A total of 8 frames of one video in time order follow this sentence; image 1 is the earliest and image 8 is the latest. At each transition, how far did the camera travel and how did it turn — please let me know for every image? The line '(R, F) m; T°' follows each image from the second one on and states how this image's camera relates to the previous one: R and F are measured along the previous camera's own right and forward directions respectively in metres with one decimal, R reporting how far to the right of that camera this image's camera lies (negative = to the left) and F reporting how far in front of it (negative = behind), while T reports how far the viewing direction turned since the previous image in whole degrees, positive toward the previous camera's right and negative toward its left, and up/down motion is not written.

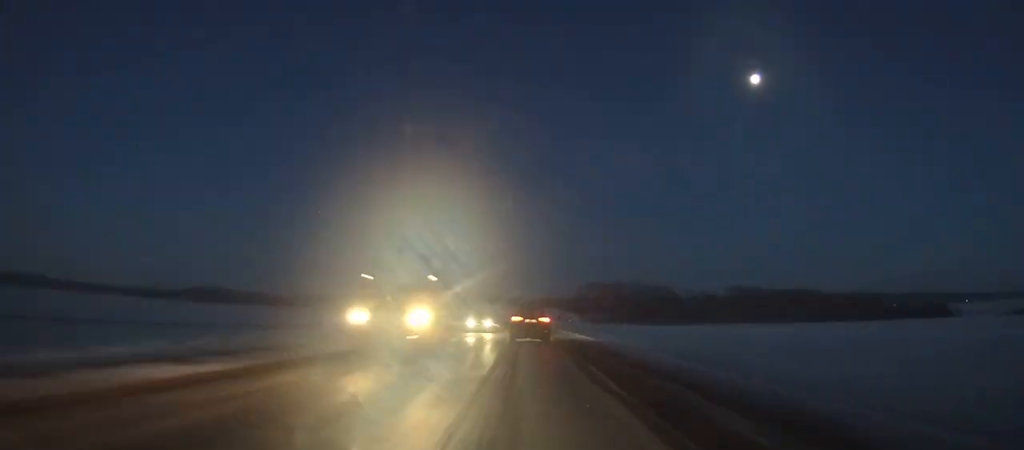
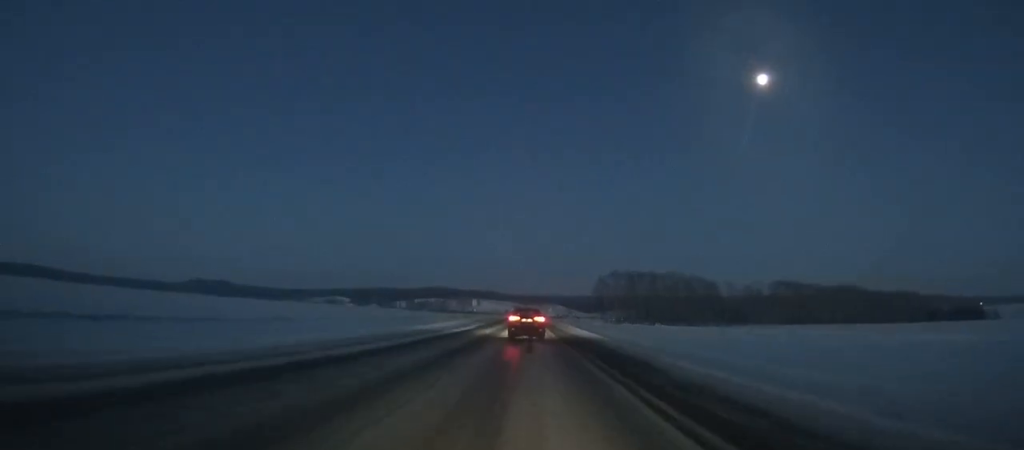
(-0.4, +62.4) m; 0°
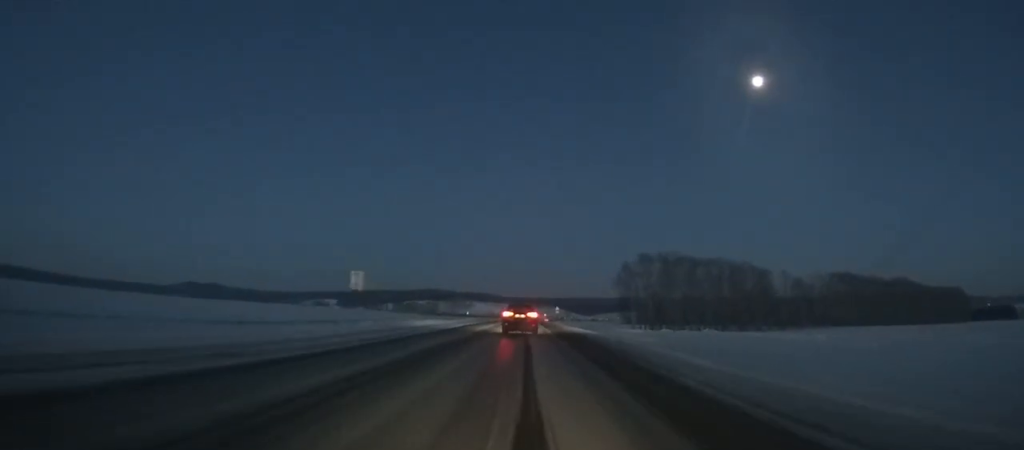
(+0.3, +66.9) m; 0°
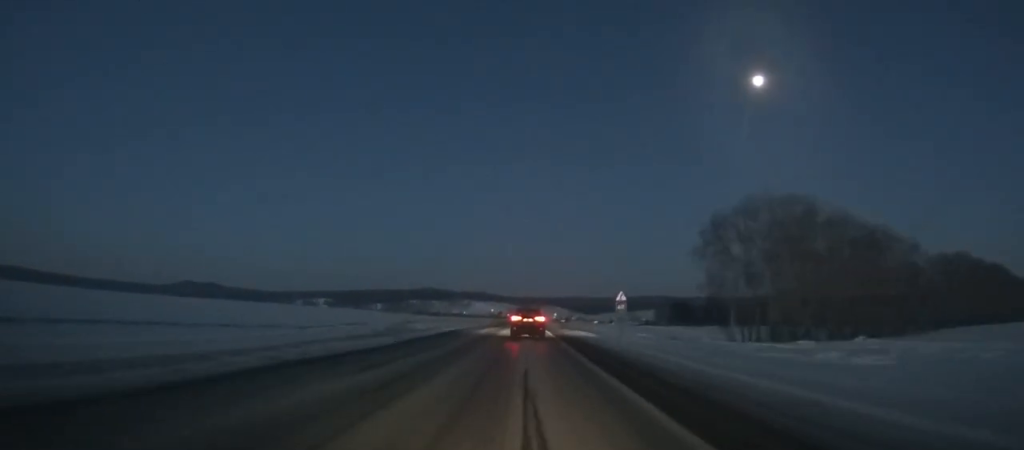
(+0.2, +74.1) m; 0°
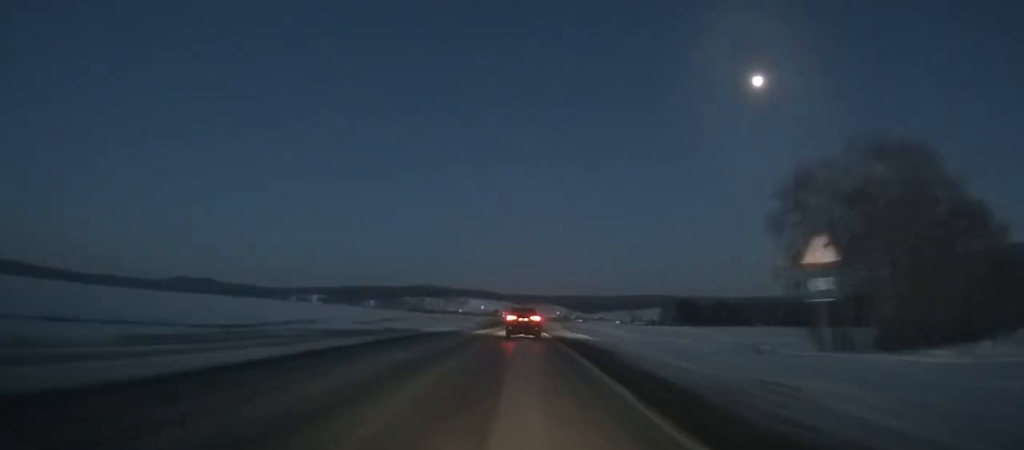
(0.0, +27.6) m; 0°
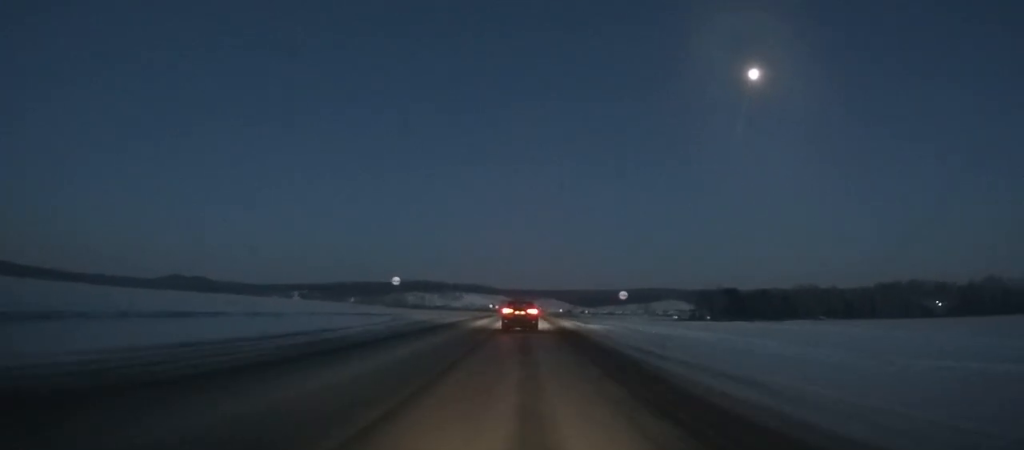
(-0.2, +86.6) m; 0°
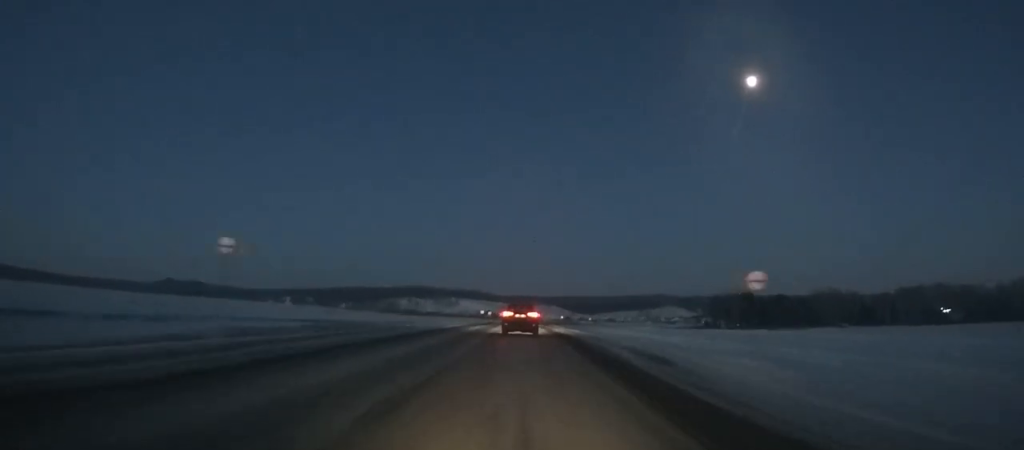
(-0.1, +27.1) m; 0°
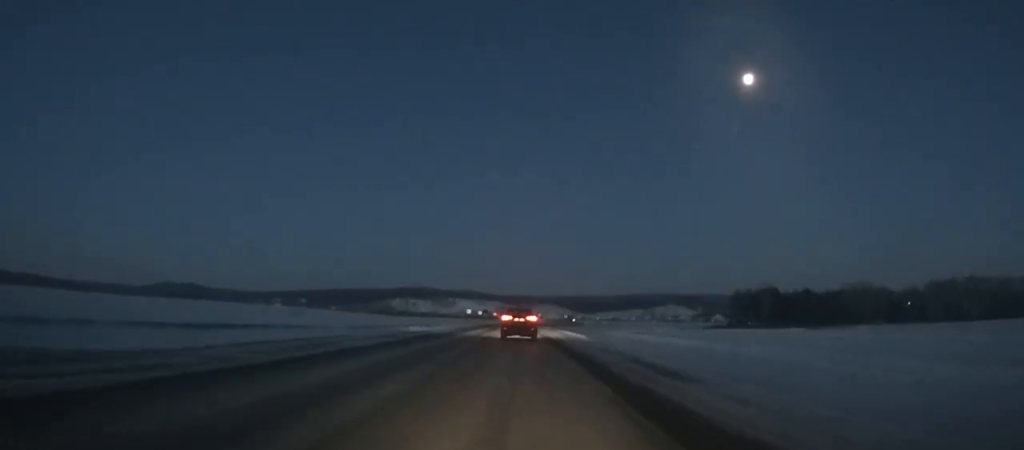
(+0.2, +32.4) m; 0°
